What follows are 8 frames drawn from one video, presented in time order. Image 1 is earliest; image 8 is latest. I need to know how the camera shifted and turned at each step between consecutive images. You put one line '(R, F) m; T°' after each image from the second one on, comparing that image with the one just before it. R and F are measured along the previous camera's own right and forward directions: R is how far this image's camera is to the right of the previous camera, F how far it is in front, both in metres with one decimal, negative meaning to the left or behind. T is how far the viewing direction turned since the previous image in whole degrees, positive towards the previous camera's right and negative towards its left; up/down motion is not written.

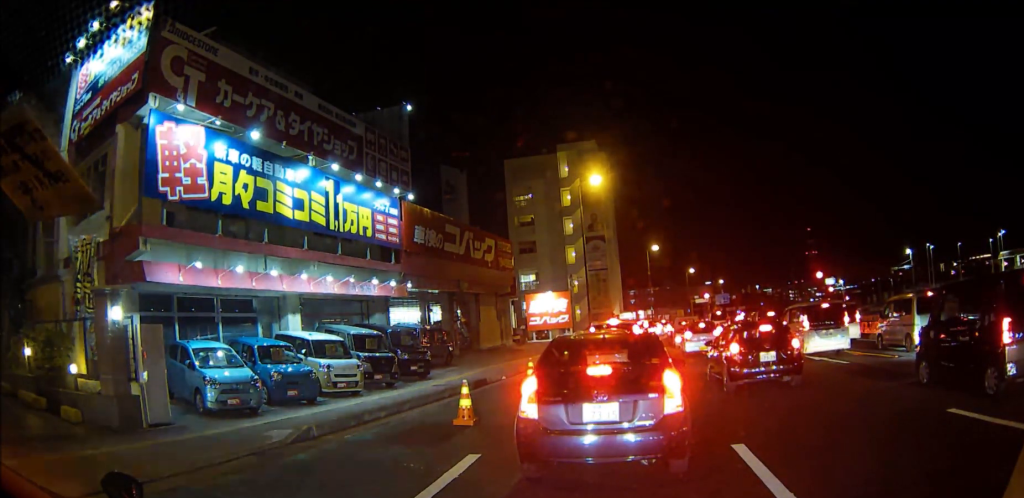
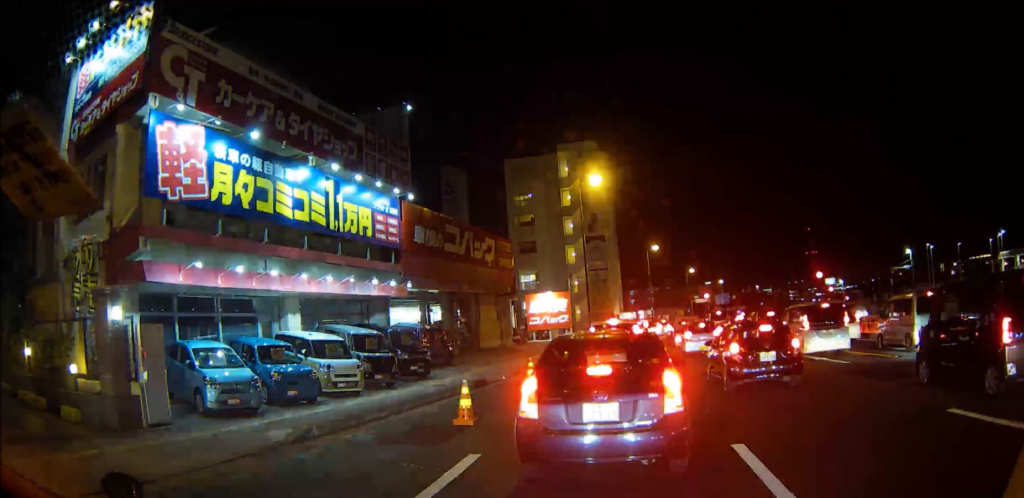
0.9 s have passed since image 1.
(0.0, 0.0) m; 0°
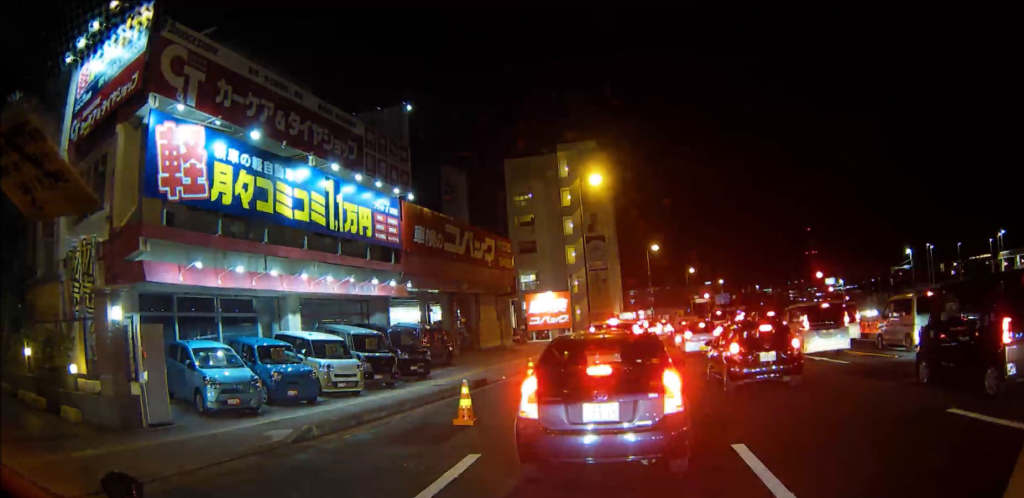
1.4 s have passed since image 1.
(0.0, 0.0) m; 0°
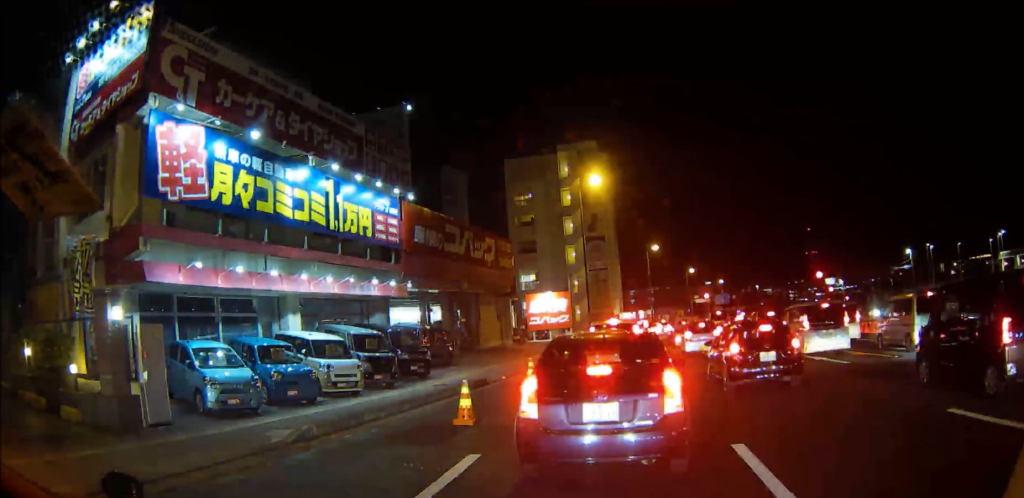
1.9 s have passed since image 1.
(0.0, 0.0) m; 0°
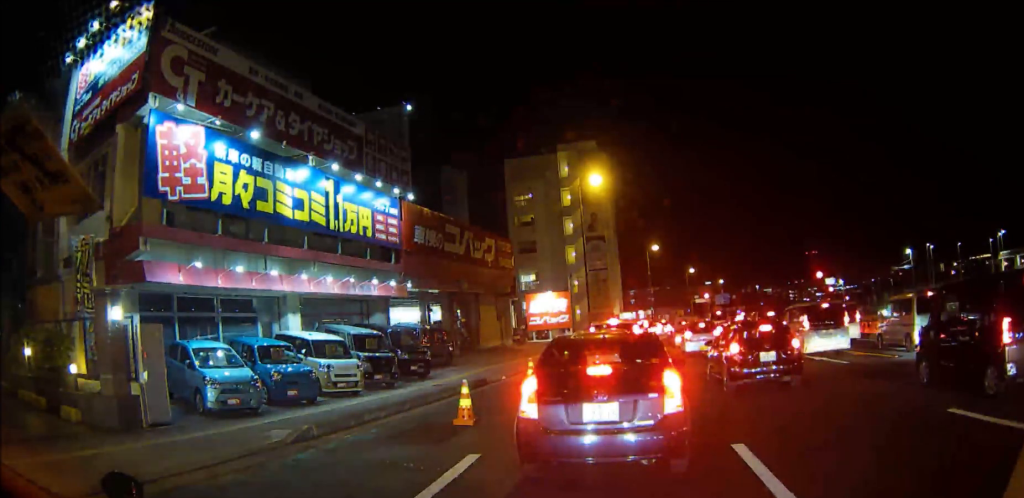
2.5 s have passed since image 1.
(0.0, 0.0) m; 0°
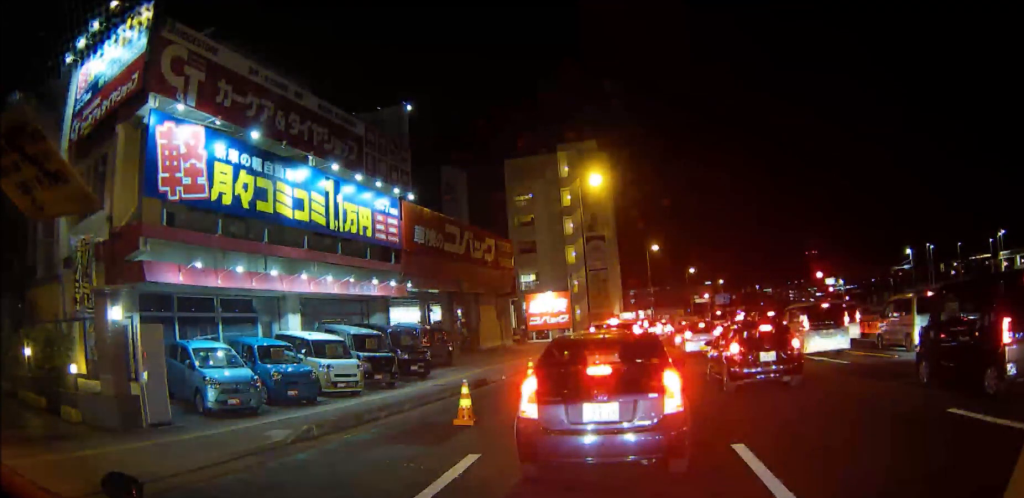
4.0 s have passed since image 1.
(0.0, 0.0) m; 0°
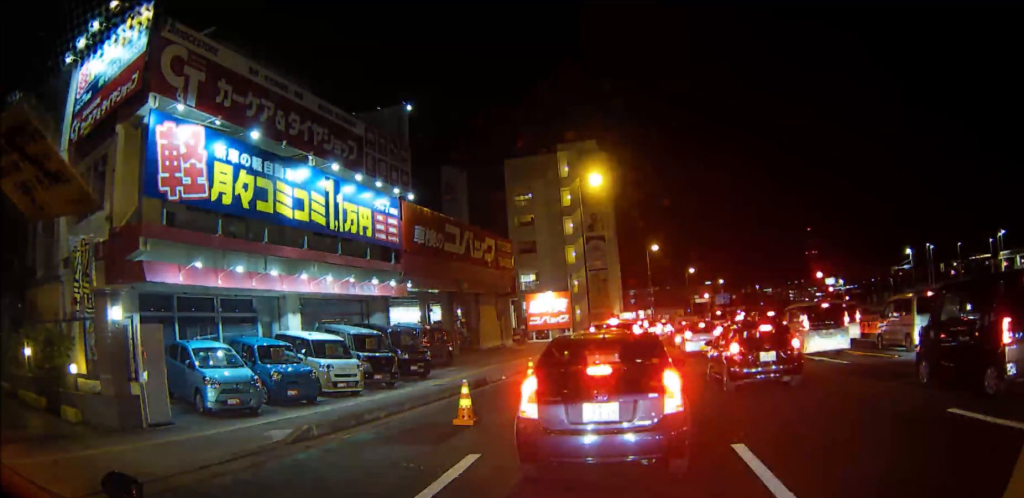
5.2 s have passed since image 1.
(0.0, 0.0) m; 0°
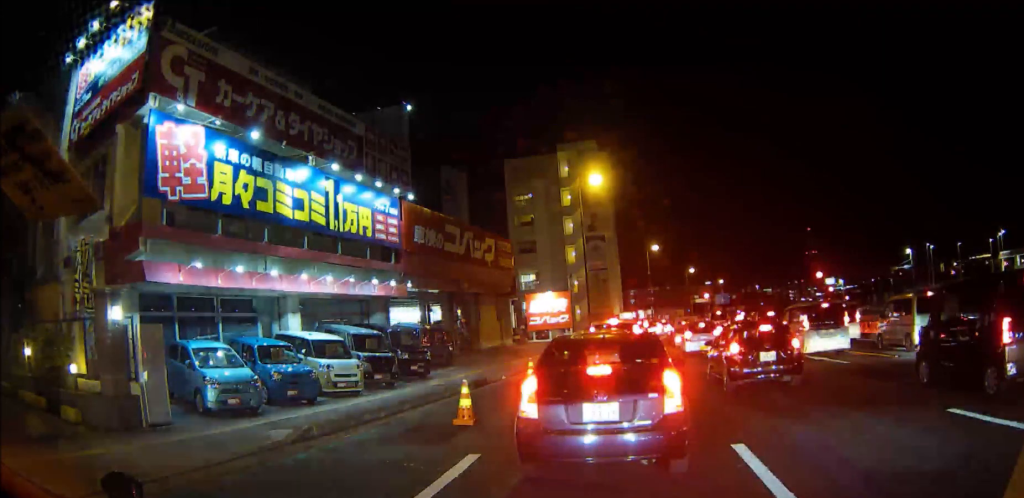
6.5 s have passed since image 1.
(0.0, 0.0) m; 0°
